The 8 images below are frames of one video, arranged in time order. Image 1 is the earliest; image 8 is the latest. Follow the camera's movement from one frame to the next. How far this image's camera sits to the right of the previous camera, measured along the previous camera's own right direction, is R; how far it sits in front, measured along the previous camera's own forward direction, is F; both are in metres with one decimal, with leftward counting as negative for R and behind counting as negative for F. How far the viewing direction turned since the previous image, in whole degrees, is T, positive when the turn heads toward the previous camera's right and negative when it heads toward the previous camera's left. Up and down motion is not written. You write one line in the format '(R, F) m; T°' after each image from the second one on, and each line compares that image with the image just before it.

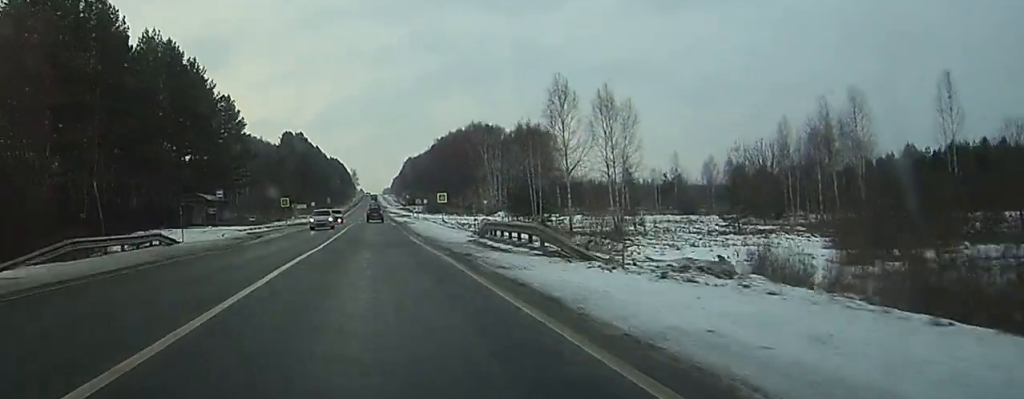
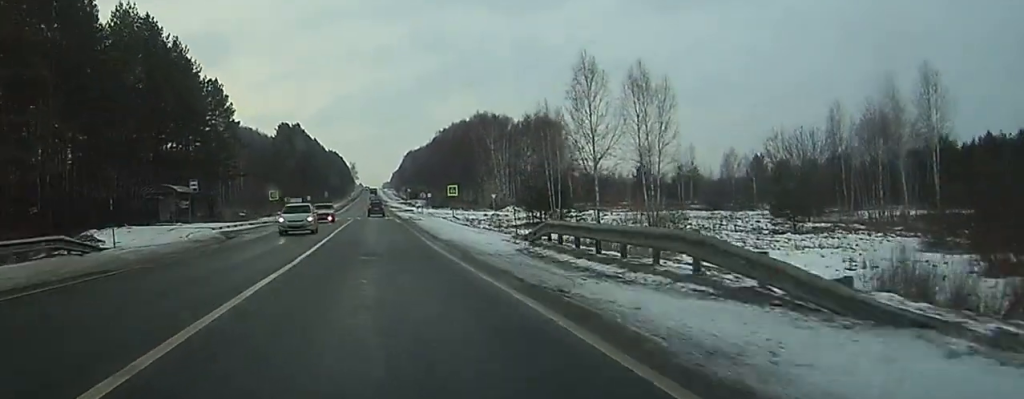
(0.0, +11.8) m; 0°
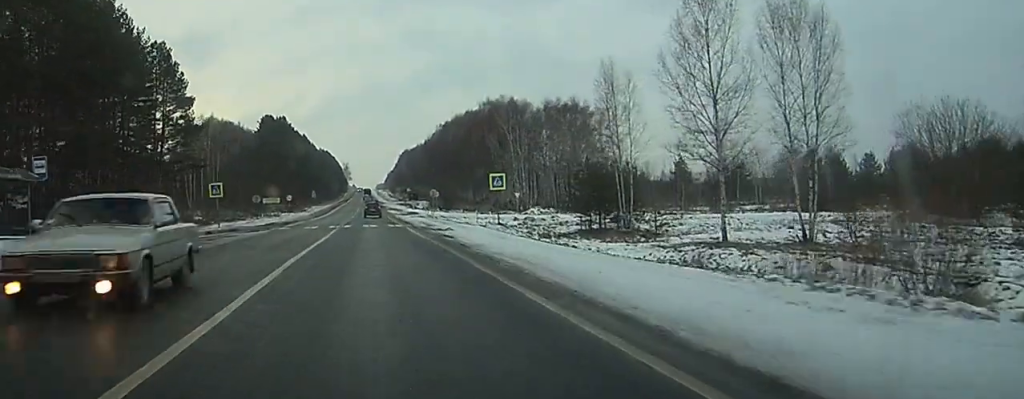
(+0.2, +30.5) m; 0°
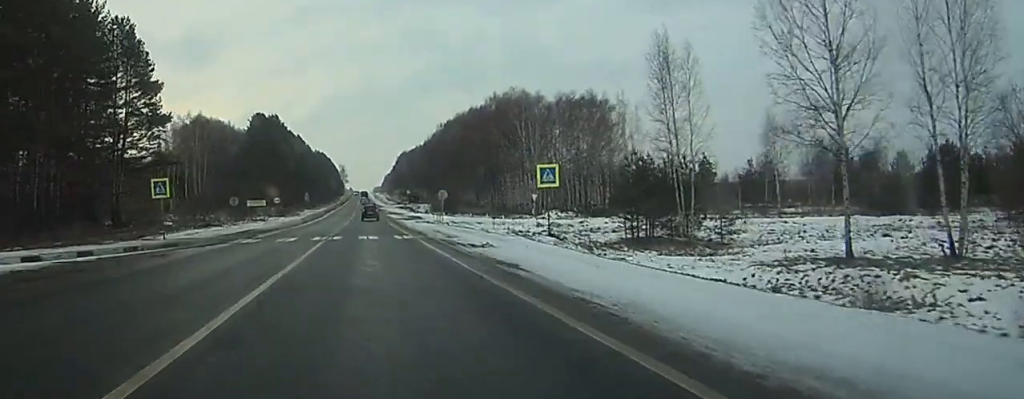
(0.0, +14.0) m; 0°
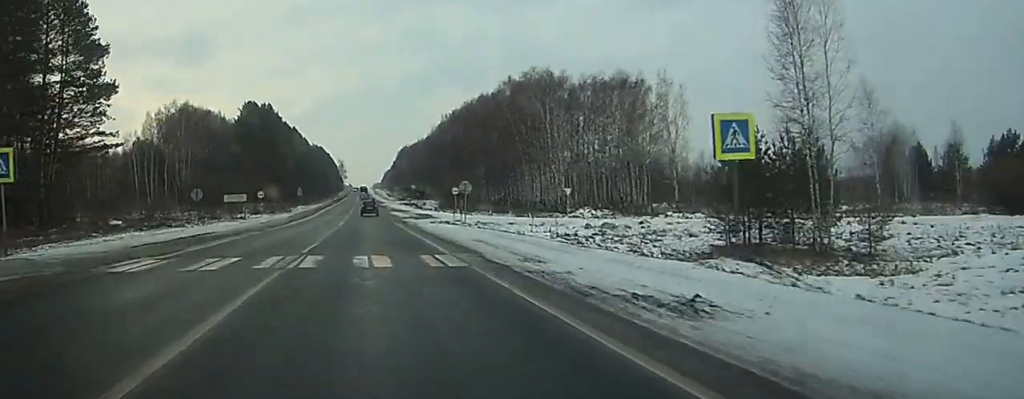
(0.0, +17.7) m; +1°
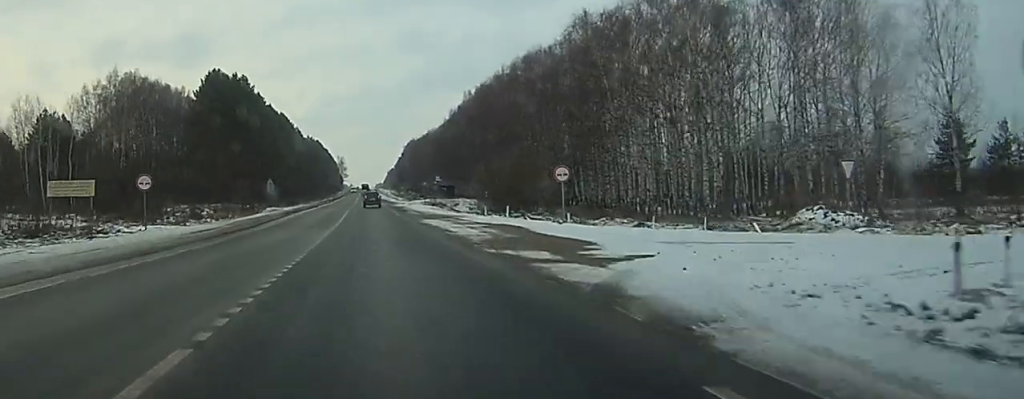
(+0.9, +52.1) m; -1°
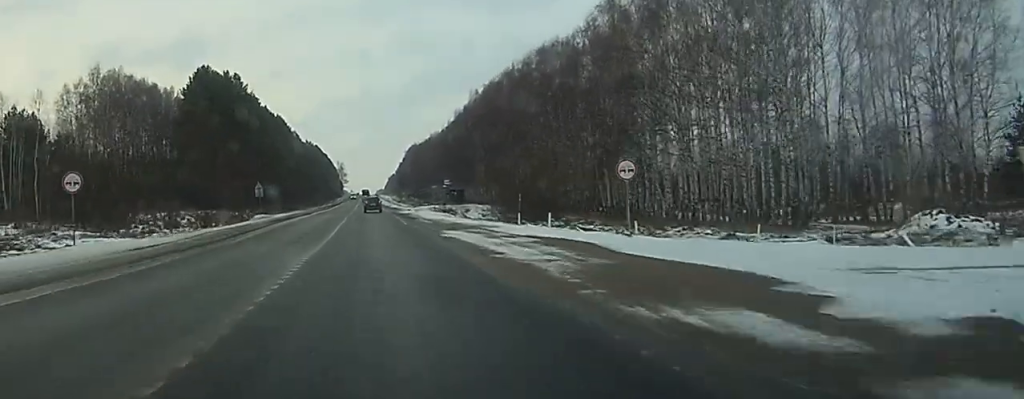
(-0.6, +12.6) m; -1°
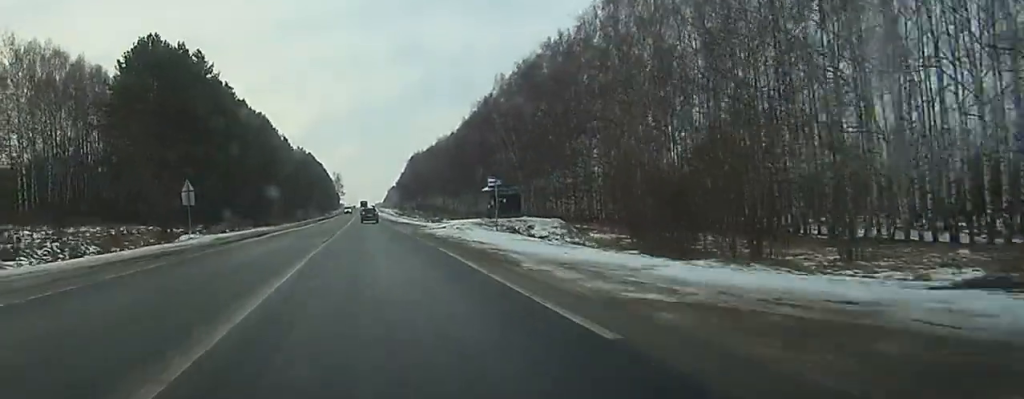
(+0.9, +42.9) m; +2°
